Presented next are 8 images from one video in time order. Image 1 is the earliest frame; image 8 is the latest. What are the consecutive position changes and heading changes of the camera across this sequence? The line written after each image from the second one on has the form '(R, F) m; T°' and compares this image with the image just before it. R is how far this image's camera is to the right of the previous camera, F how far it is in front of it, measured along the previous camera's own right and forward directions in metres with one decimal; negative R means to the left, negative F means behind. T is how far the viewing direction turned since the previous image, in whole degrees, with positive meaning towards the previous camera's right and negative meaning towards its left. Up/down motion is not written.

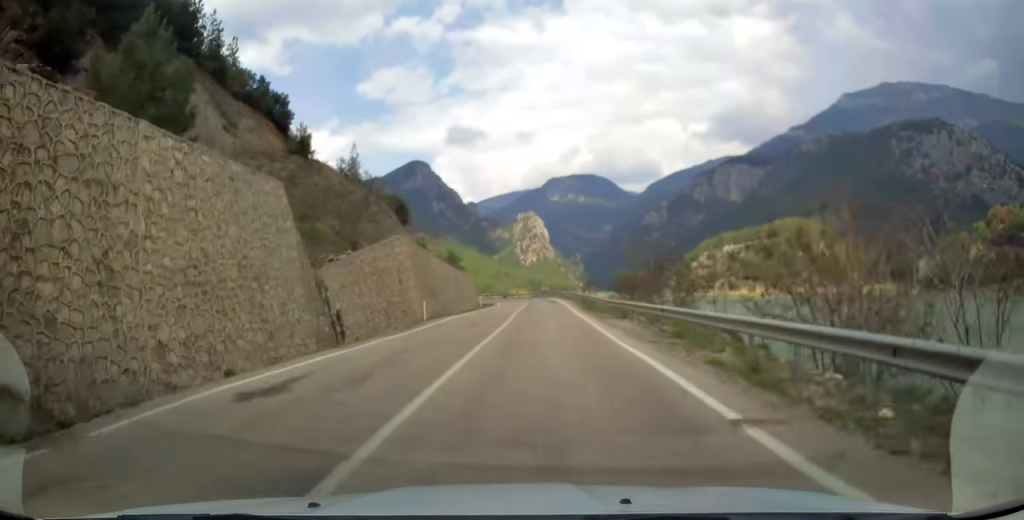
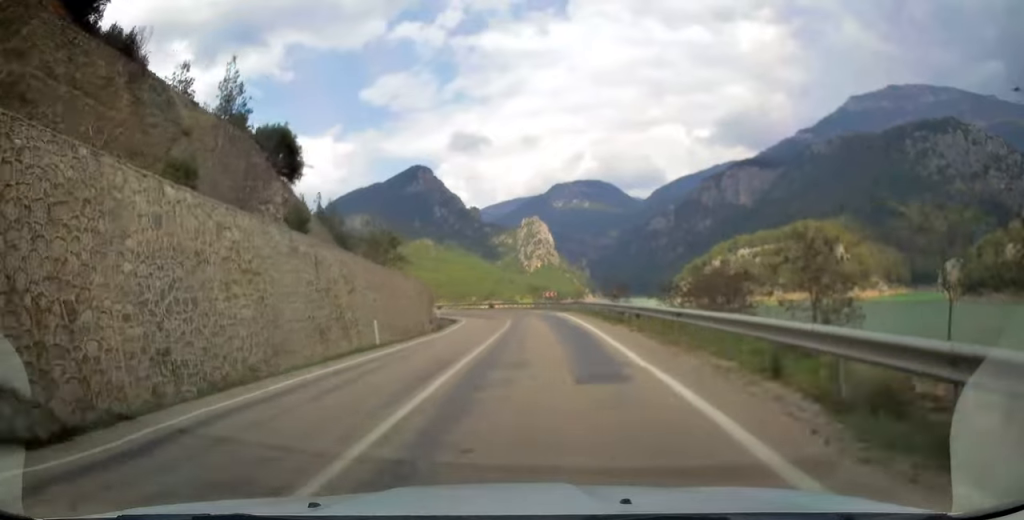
(-0.5, +40.0) m; -2°
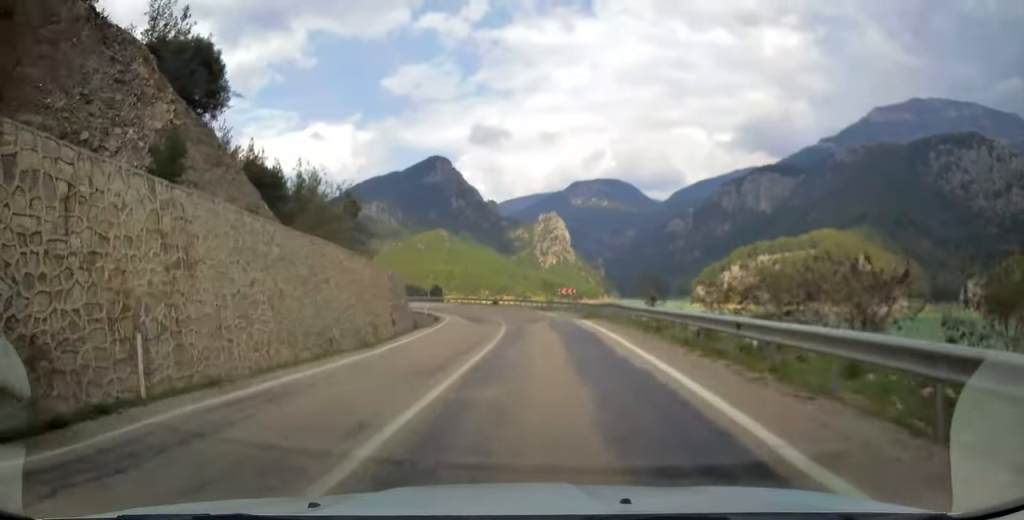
(-0.3, +15.3) m; -1°
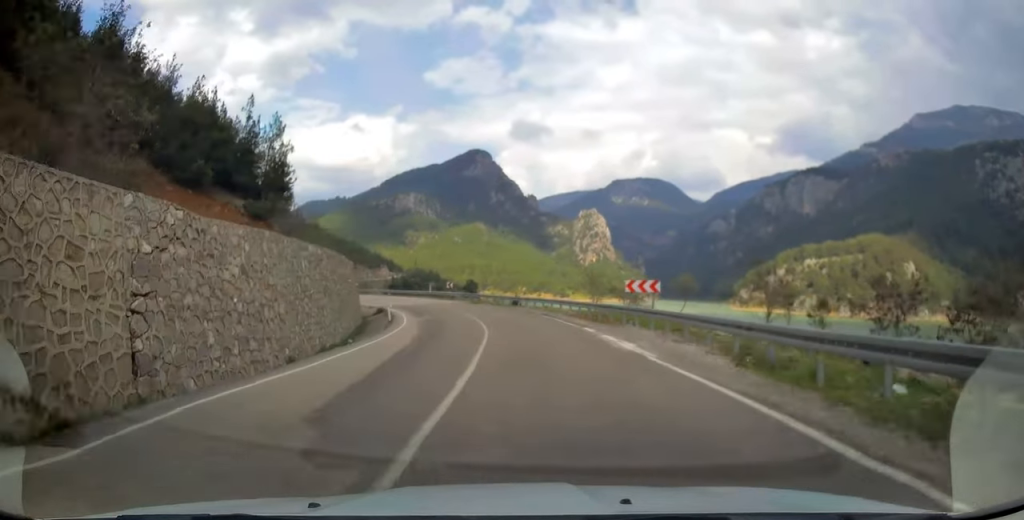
(-0.2, +25.8) m; -3°
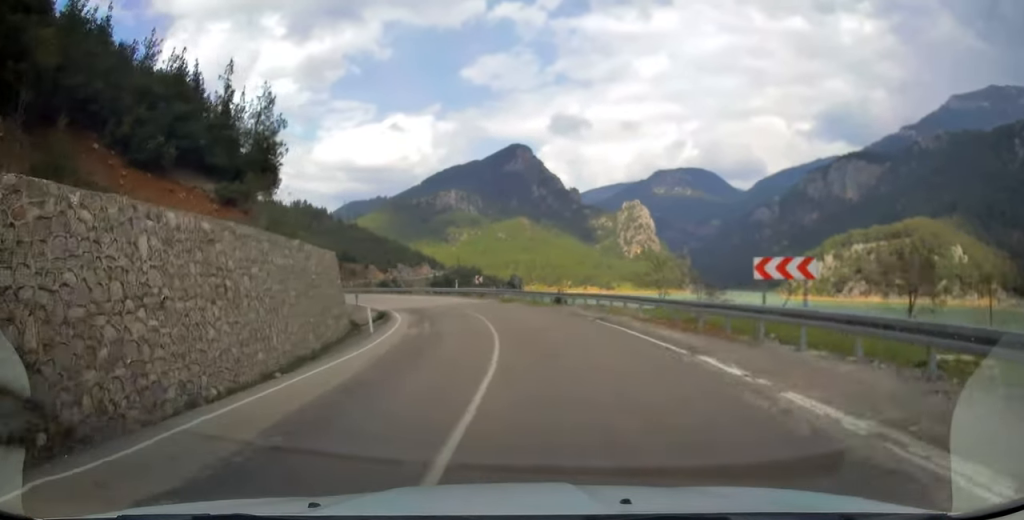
(-0.5, +12.2) m; -4°
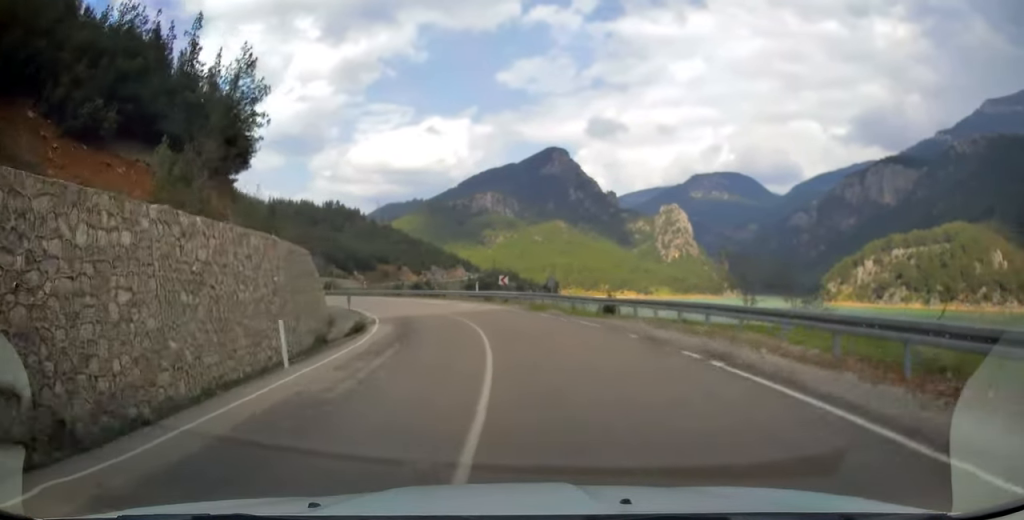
(-0.4, +11.1) m; -4°
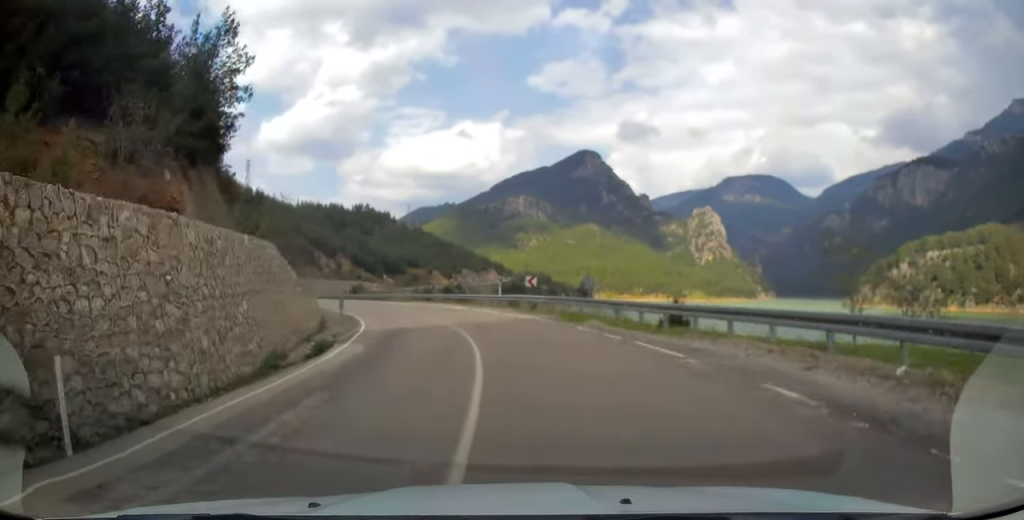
(-0.2, +7.8) m; -3°
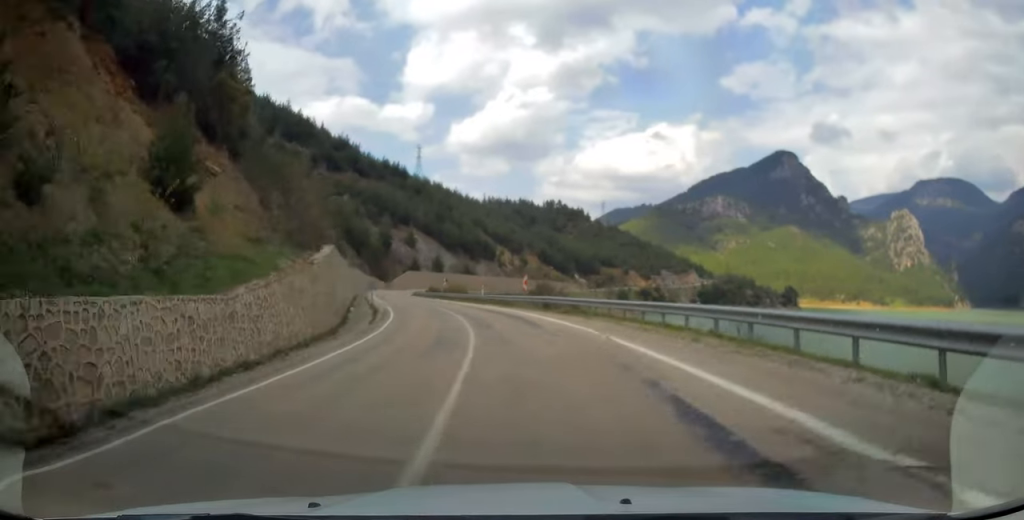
(-4.8, +33.6) m; -16°
